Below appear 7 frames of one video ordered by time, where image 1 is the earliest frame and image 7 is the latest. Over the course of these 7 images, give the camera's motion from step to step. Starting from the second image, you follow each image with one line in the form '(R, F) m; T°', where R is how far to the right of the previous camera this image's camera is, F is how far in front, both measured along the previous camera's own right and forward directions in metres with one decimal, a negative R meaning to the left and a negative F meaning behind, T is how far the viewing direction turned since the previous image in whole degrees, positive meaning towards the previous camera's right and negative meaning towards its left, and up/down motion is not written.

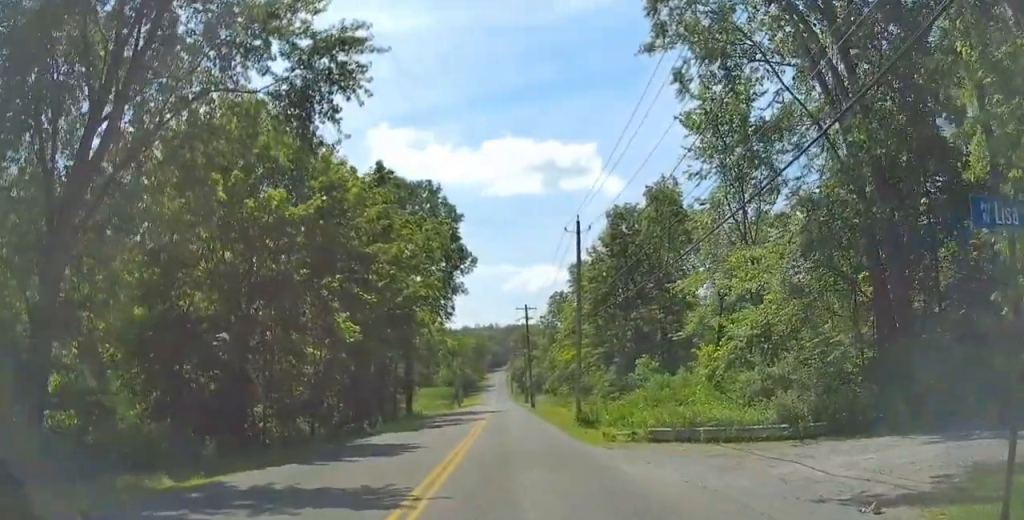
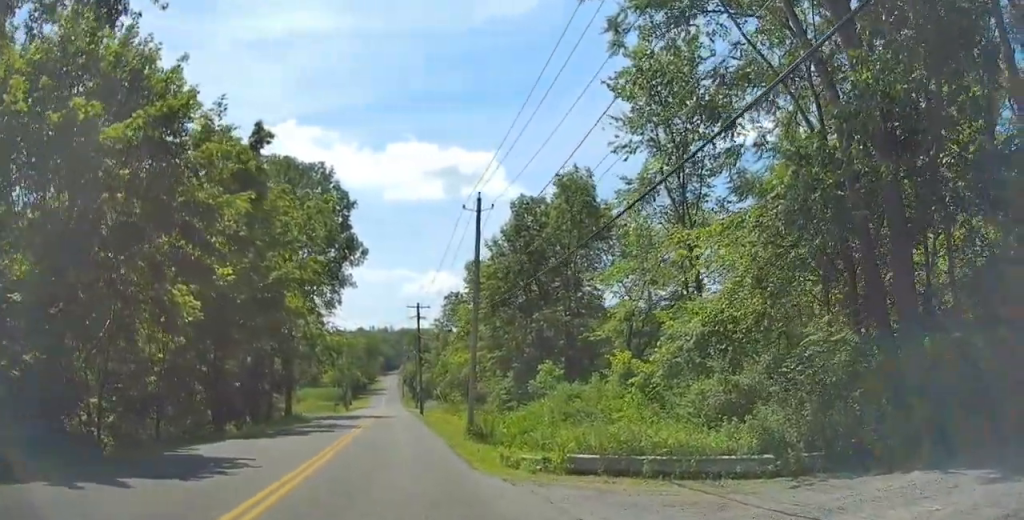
(+0.1, +8.4) m; +4°
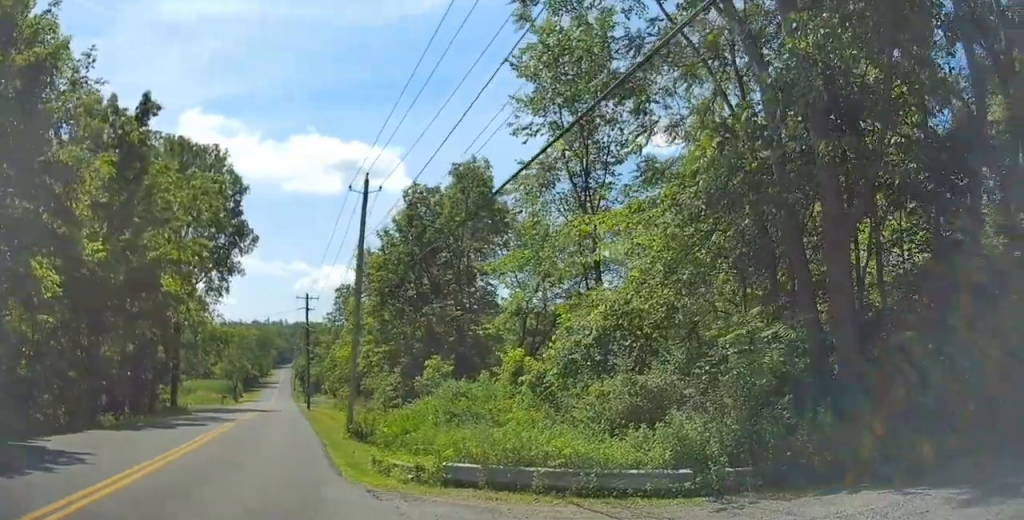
(+0.1, +2.7) m; +5°
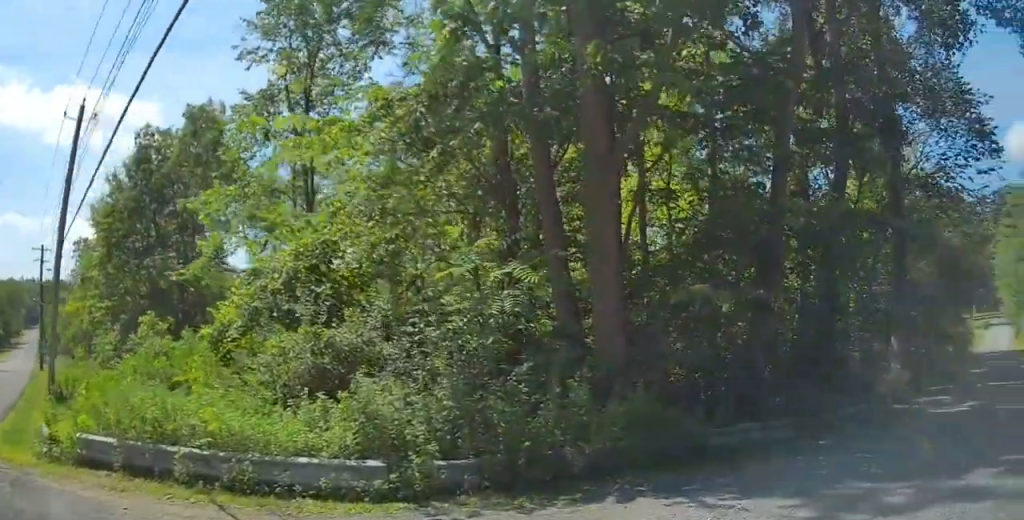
(0.0, +3.4) m; +10°
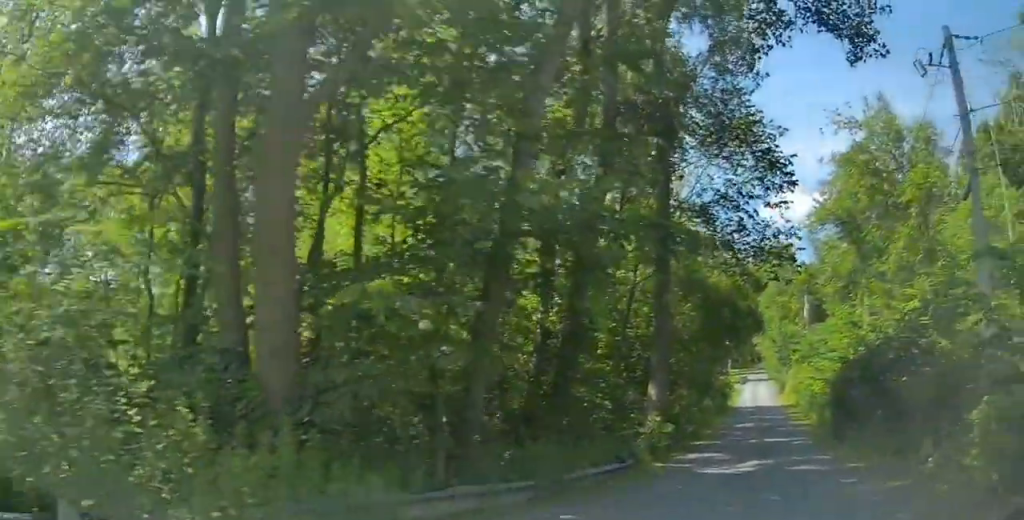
(+0.6, +2.3) m; +43°
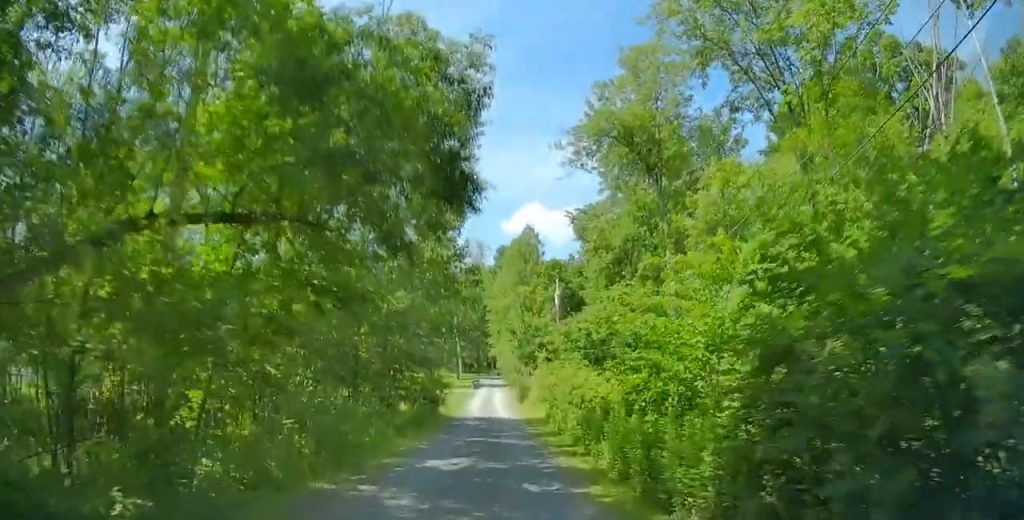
(+7.1, +10.9) m; +27°
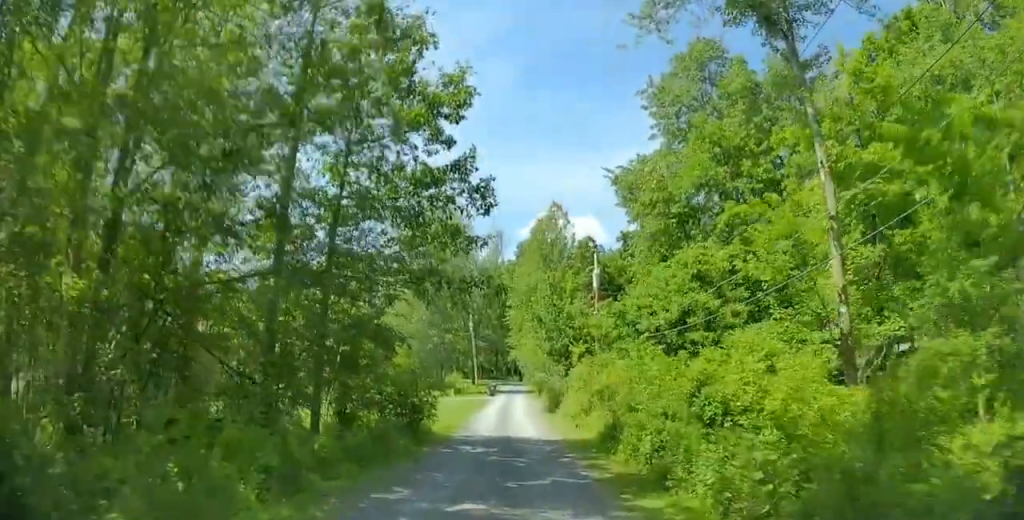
(-0.3, +10.3) m; -1°
